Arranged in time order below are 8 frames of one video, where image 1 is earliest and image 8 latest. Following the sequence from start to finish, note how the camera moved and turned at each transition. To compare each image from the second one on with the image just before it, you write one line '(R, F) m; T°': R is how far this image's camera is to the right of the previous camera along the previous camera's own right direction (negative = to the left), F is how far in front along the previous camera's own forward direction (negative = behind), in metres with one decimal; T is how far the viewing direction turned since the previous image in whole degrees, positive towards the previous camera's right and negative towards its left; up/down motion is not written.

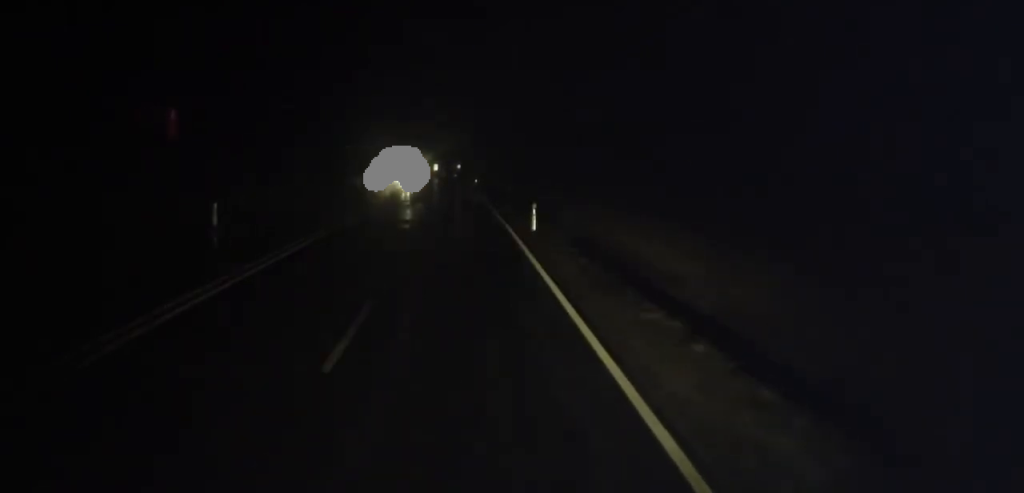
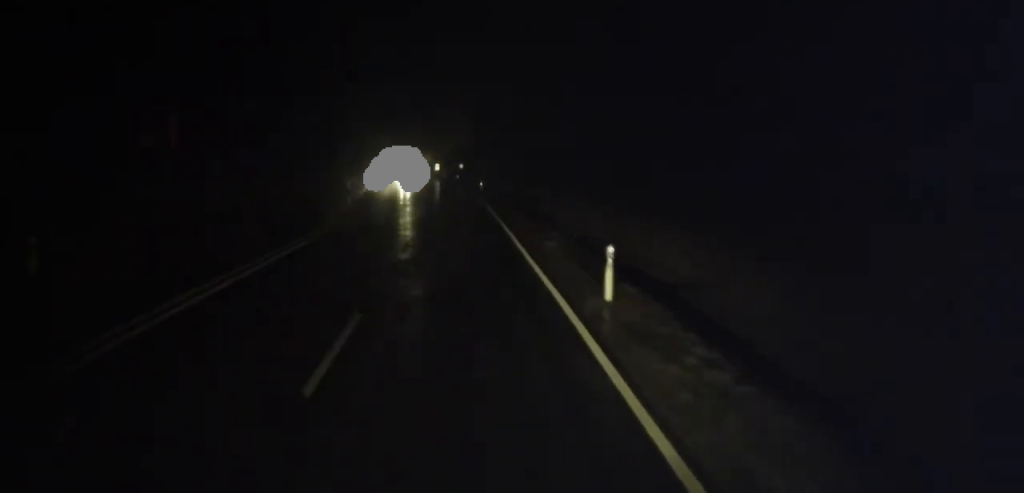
(-0.1, +12.7) m; +1°
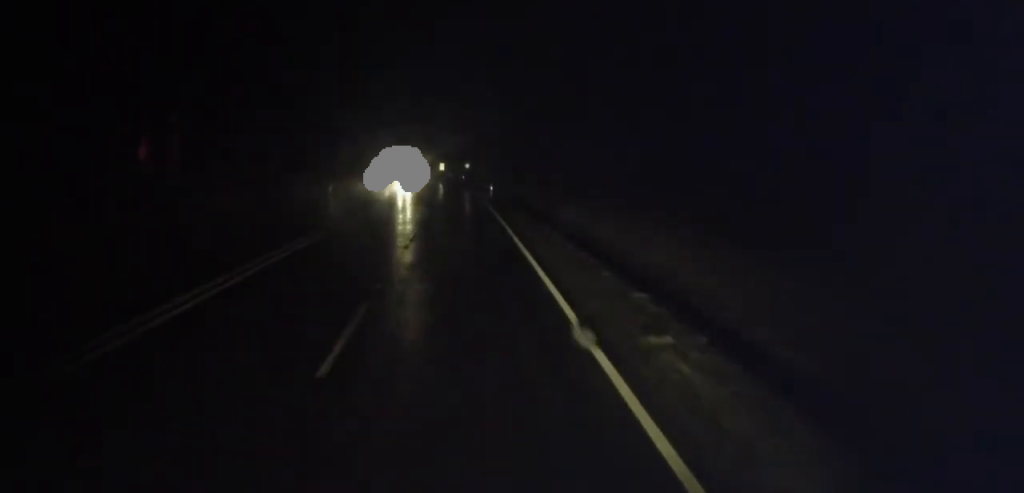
(+0.3, +11.3) m; +1°
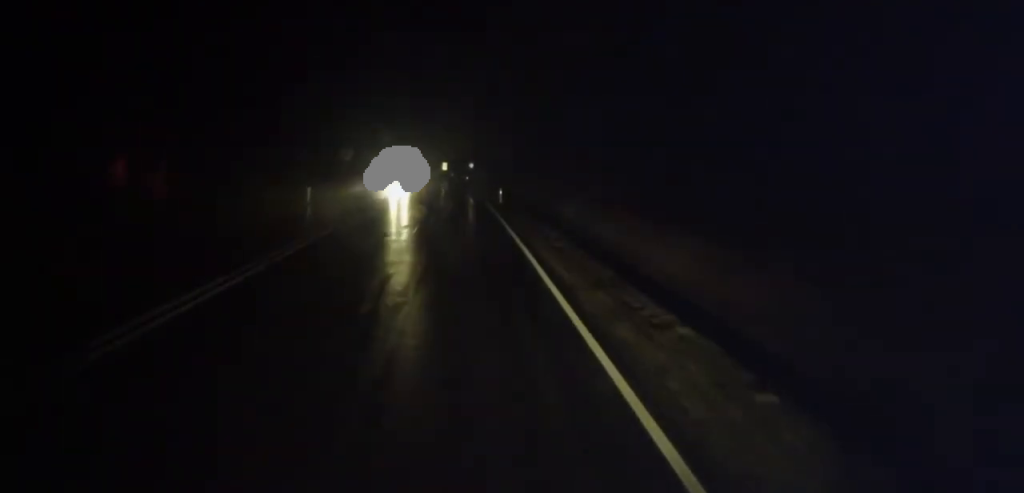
(0.0, +8.4) m; 0°
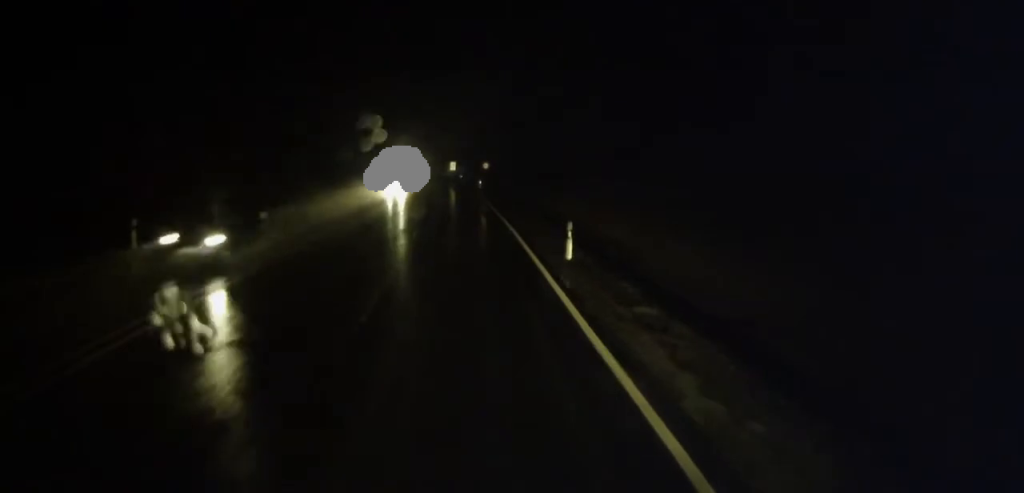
(0.0, +25.4) m; -1°
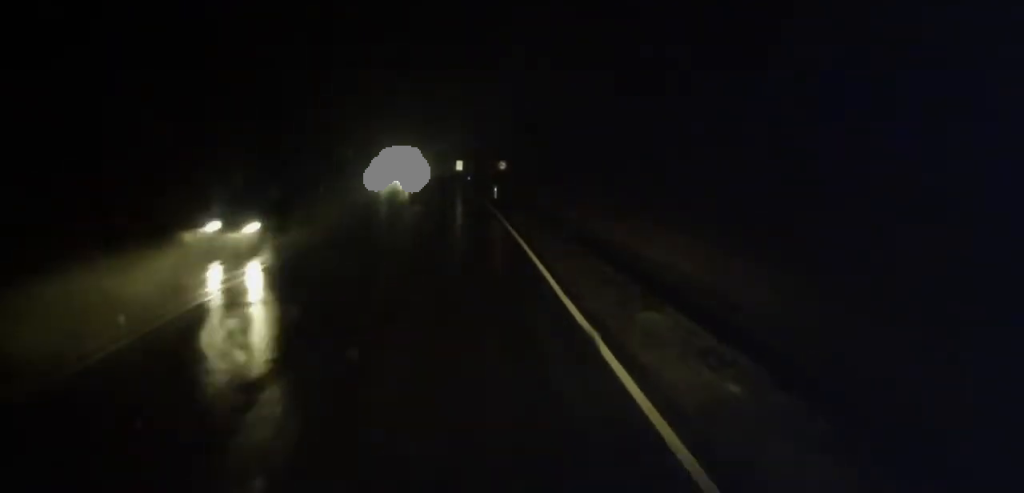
(-0.6, +20.8) m; -3°
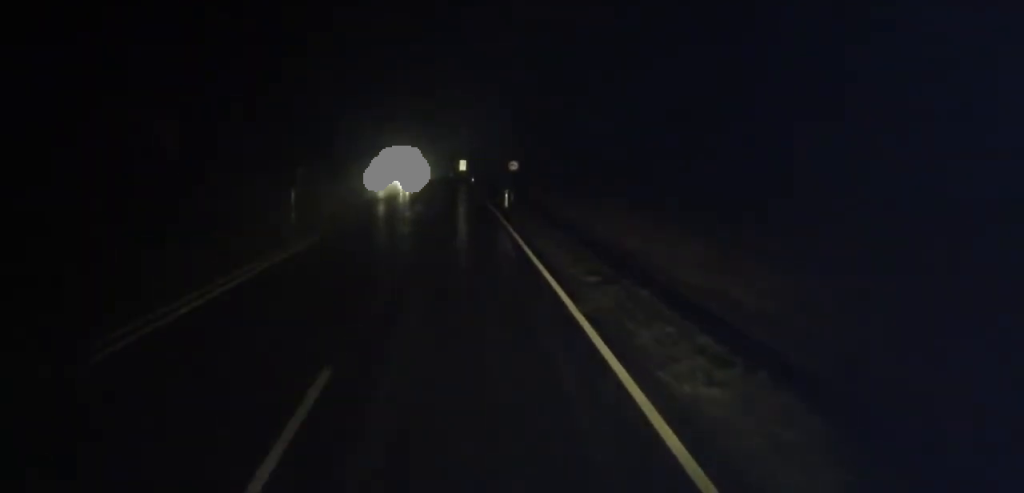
(-0.1, +8.9) m; 0°
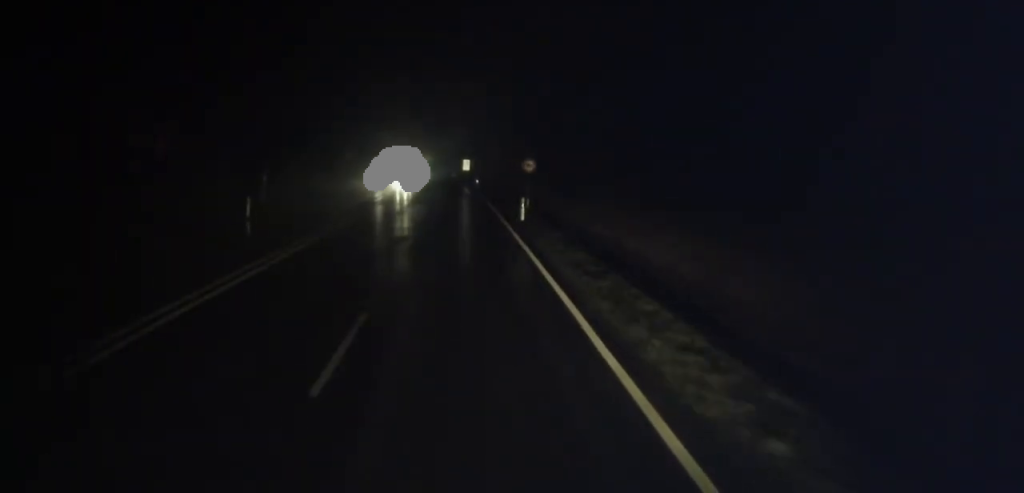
(-0.1, +8.9) m; +1°
